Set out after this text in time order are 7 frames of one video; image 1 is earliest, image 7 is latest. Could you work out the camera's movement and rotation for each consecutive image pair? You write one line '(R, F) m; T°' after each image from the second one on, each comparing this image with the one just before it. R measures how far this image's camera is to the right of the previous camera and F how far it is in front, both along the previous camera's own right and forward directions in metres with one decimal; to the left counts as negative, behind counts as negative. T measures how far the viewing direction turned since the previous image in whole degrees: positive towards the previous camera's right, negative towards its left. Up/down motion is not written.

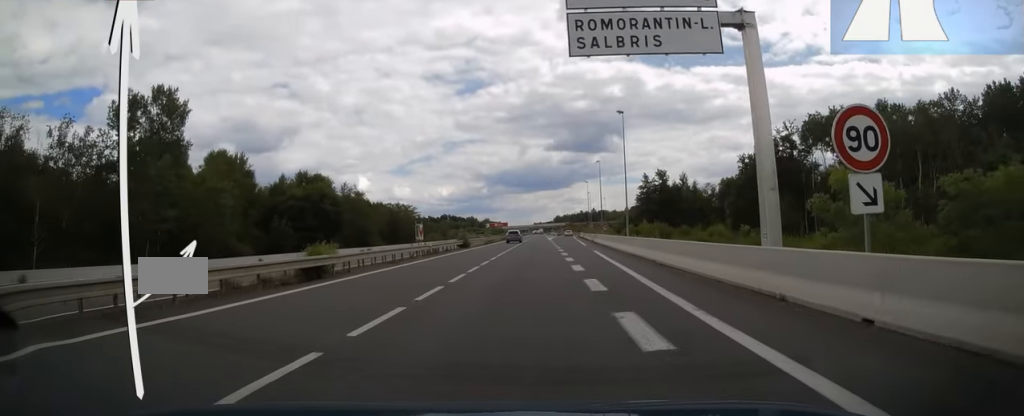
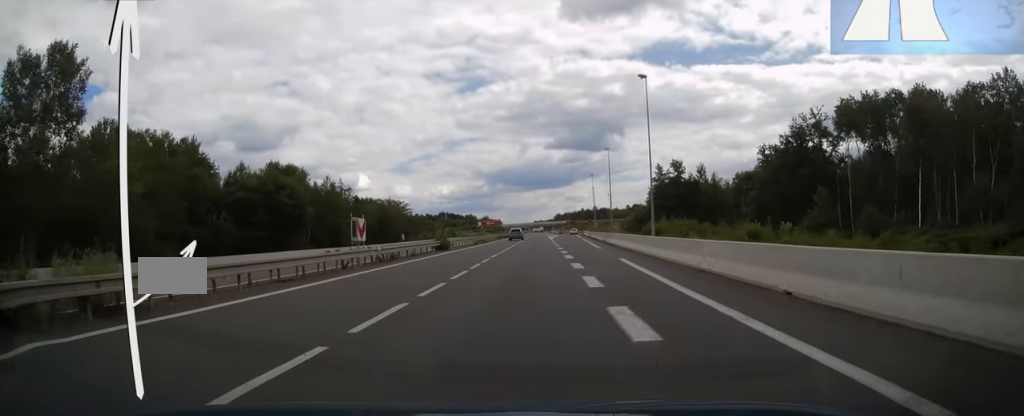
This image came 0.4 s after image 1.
(0.0, +12.8) m; 0°
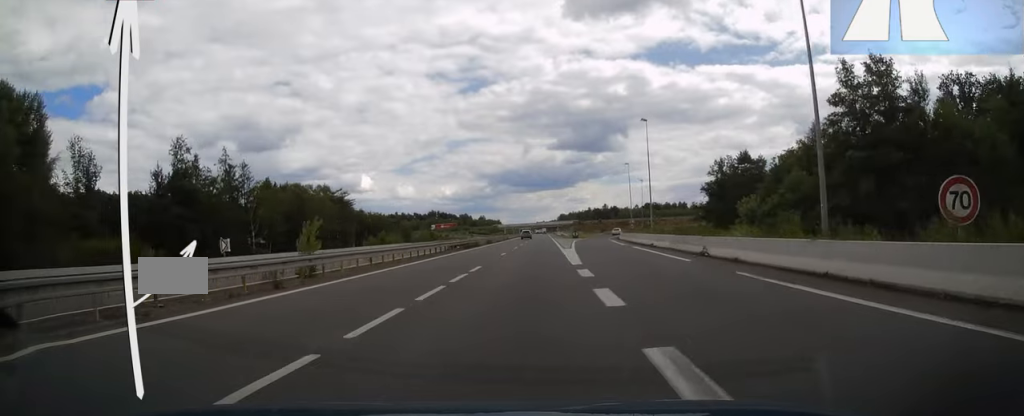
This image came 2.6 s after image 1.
(-0.1, +62.1) m; 0°
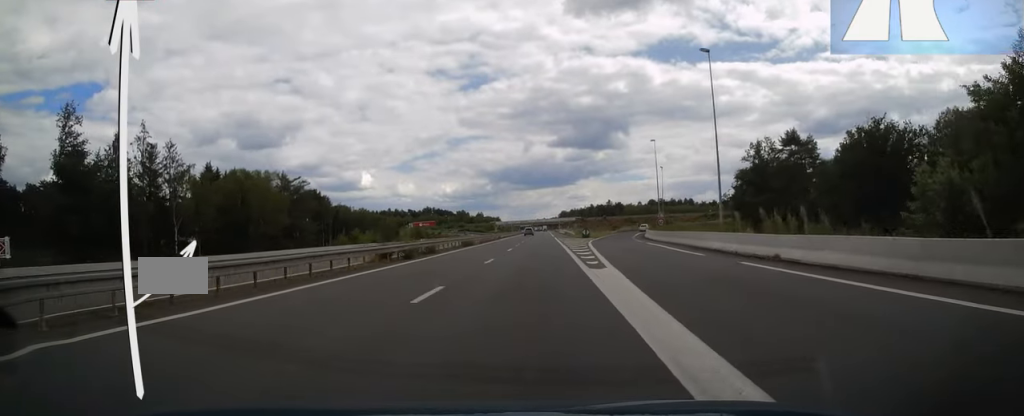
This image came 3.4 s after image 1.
(0.0, +23.5) m; 0°
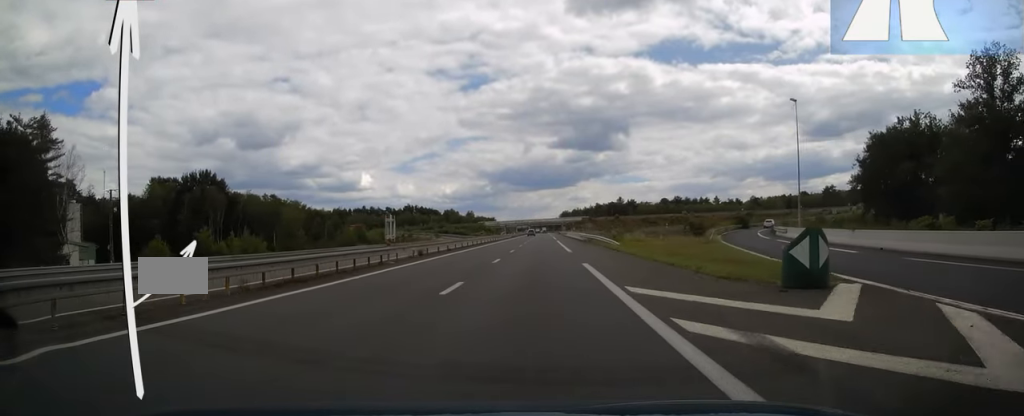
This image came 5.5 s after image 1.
(-0.1, +63.9) m; 0°
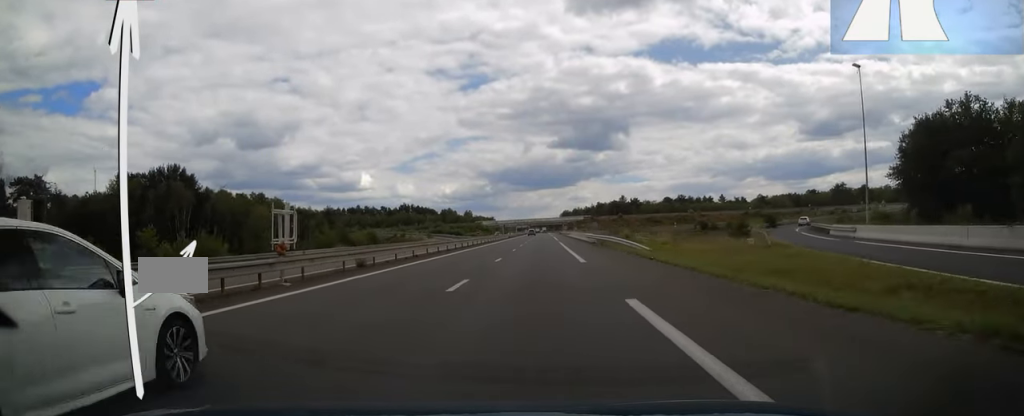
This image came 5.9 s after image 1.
(0.0, +12.3) m; 0°
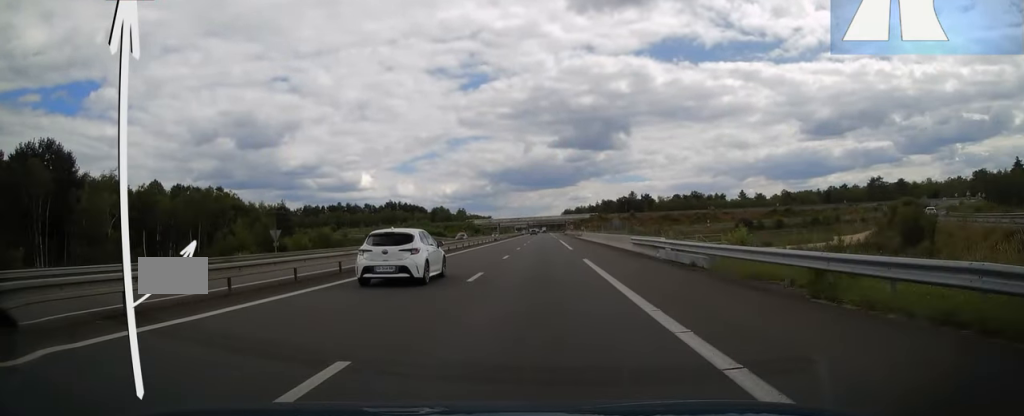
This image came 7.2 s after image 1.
(0.0, +36.9) m; 0°
